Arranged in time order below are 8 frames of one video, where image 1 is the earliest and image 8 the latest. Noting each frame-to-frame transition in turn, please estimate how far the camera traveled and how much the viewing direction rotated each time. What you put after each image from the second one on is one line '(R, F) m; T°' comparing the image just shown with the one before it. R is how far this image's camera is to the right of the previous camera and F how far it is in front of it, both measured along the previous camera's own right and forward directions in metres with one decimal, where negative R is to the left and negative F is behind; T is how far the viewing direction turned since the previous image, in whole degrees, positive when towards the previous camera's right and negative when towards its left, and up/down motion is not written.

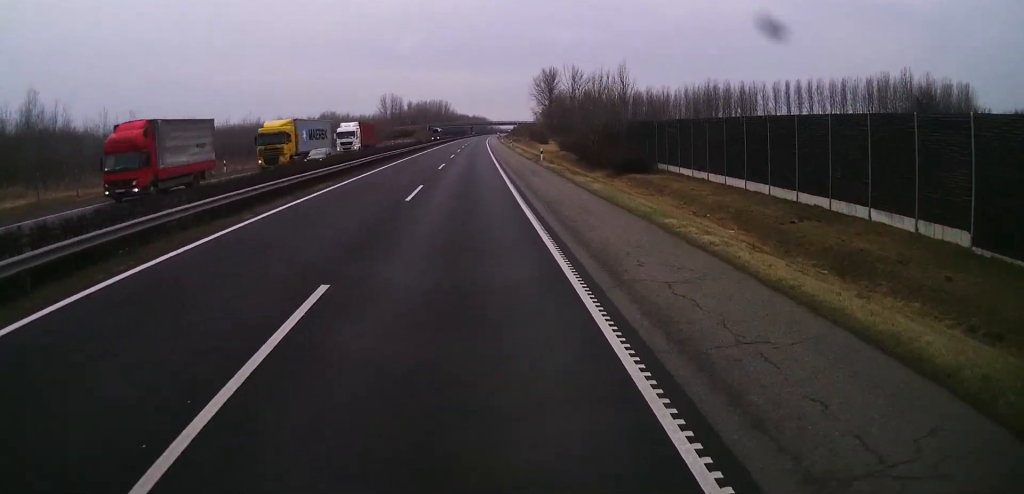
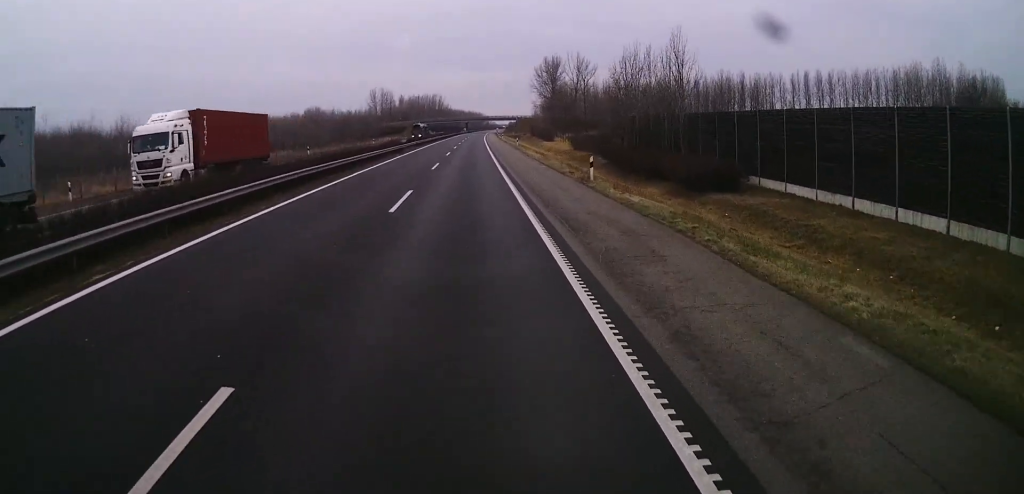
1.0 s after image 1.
(+0.1, +20.0) m; 0°
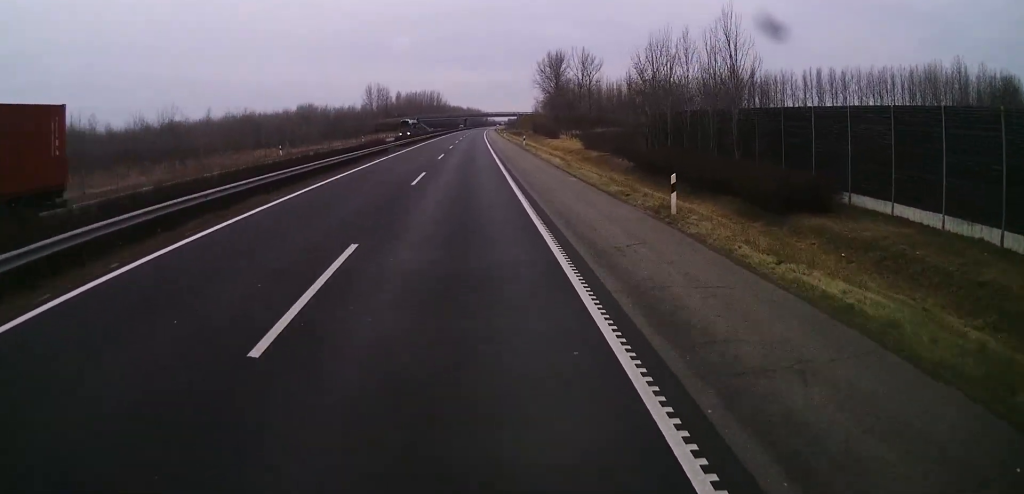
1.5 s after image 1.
(+0.1, +10.4) m; 0°
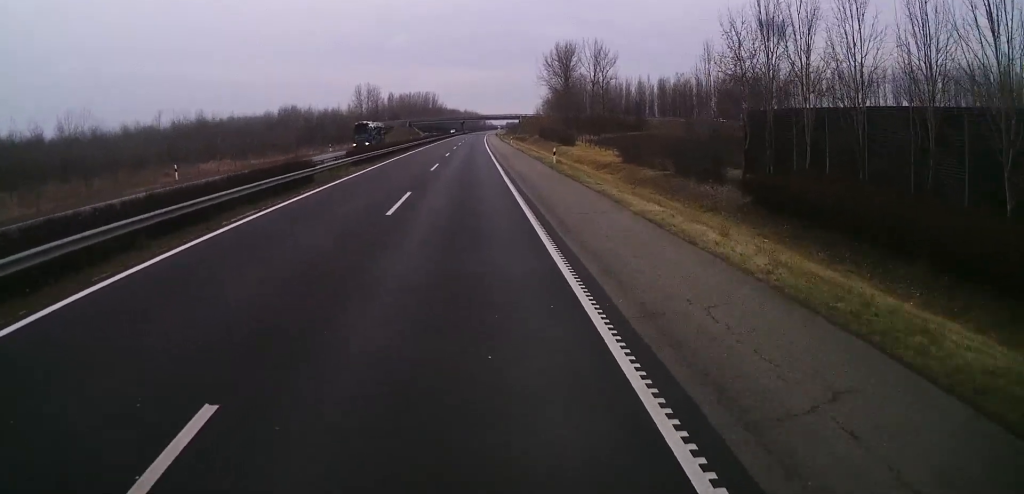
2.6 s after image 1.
(-0.2, +24.6) m; 0°
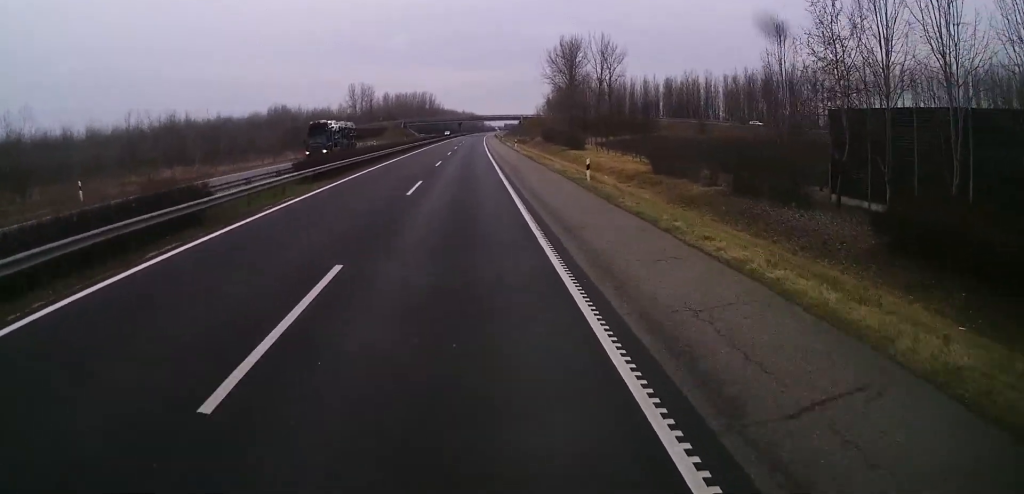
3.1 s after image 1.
(+0.2, +12.5) m; +1°
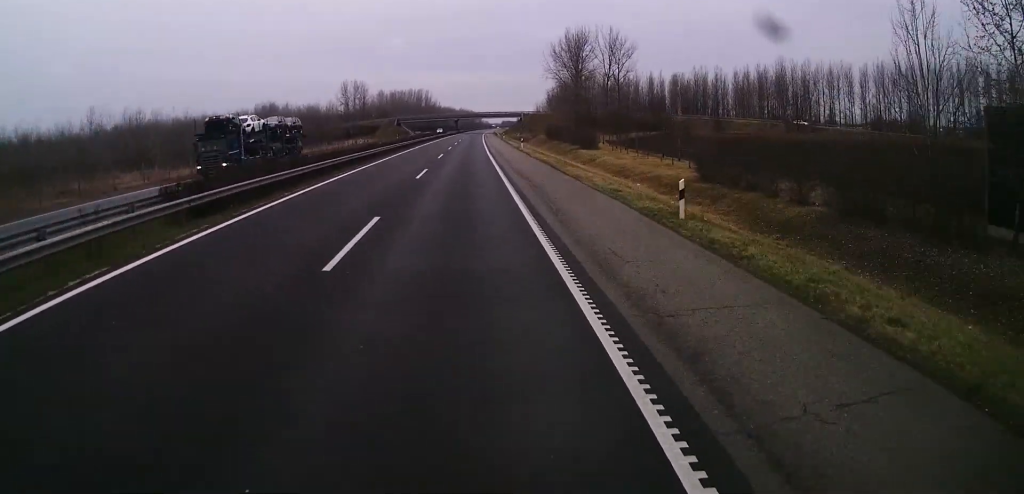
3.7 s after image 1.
(+0.1, +13.7) m; +1°
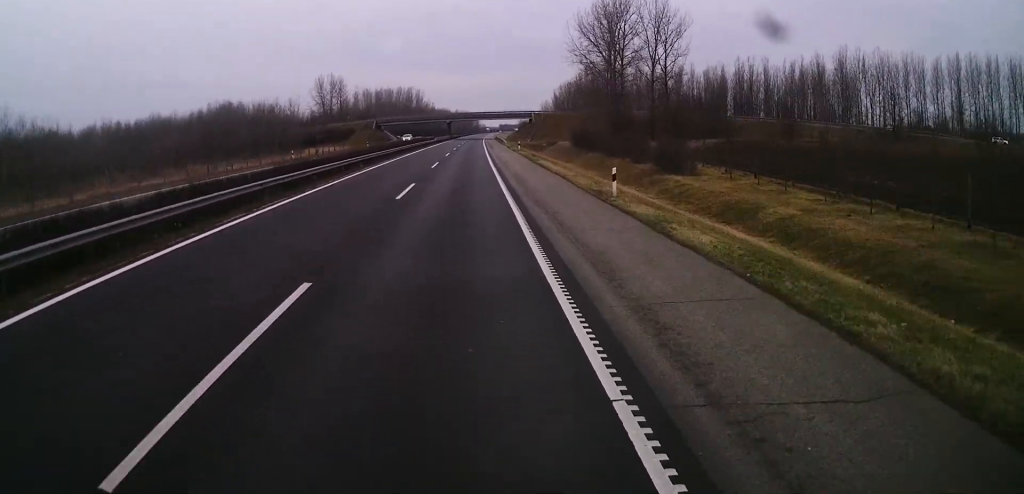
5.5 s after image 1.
(+0.2, +42.4) m; 0°
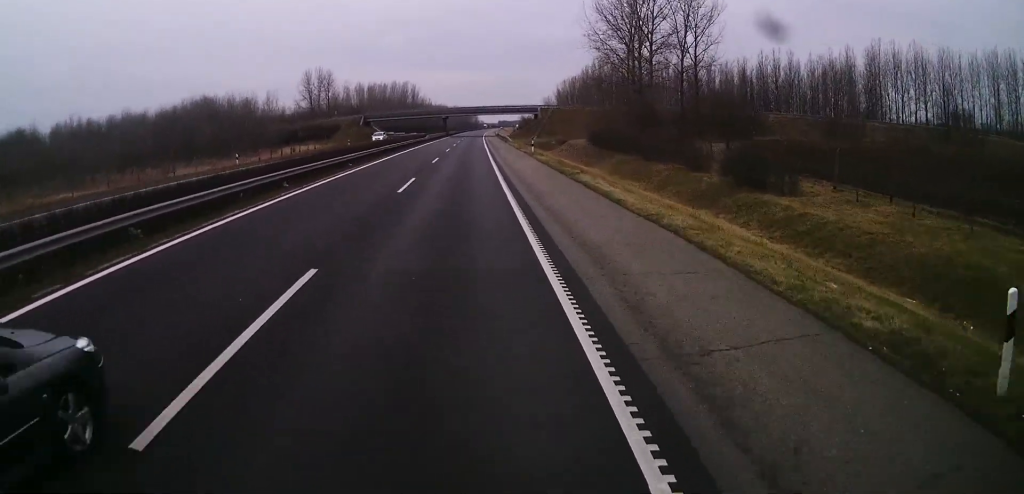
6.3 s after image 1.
(-0.1, +16.2) m; 0°
